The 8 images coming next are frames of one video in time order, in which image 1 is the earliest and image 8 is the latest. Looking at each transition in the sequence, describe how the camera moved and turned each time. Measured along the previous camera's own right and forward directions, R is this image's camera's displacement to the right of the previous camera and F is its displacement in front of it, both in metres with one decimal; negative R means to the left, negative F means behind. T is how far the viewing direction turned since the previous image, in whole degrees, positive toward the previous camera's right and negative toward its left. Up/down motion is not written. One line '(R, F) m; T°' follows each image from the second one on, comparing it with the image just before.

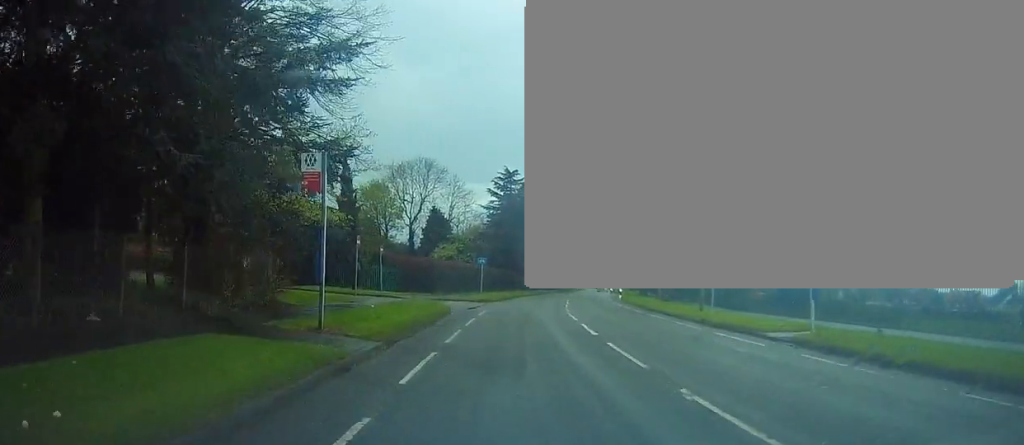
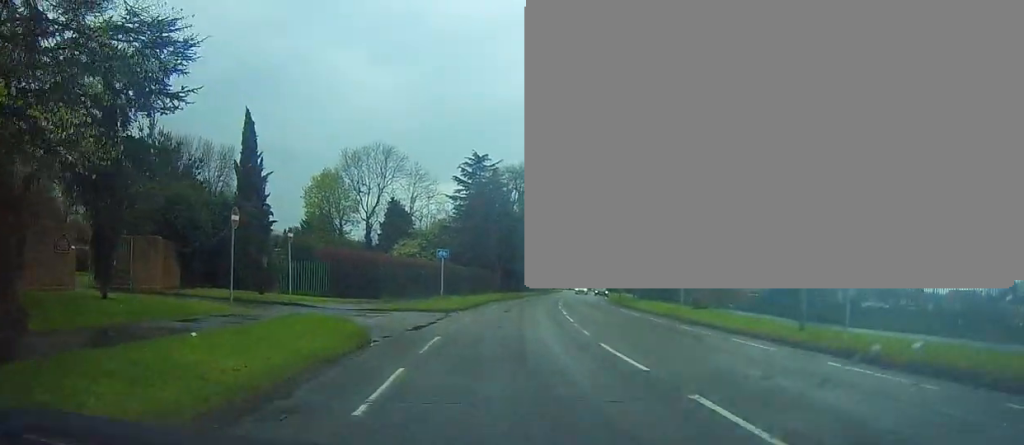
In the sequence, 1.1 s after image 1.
(+0.4, +12.9) m; +4°
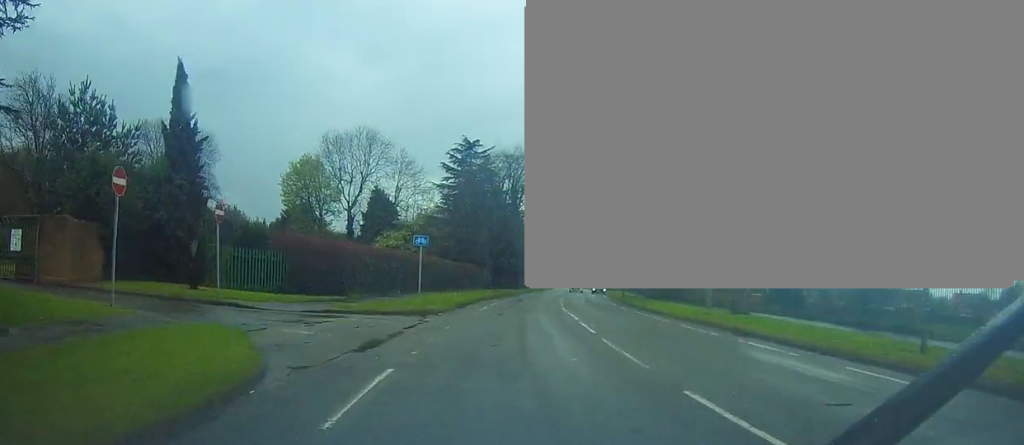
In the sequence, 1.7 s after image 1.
(+0.1, +6.5) m; +1°
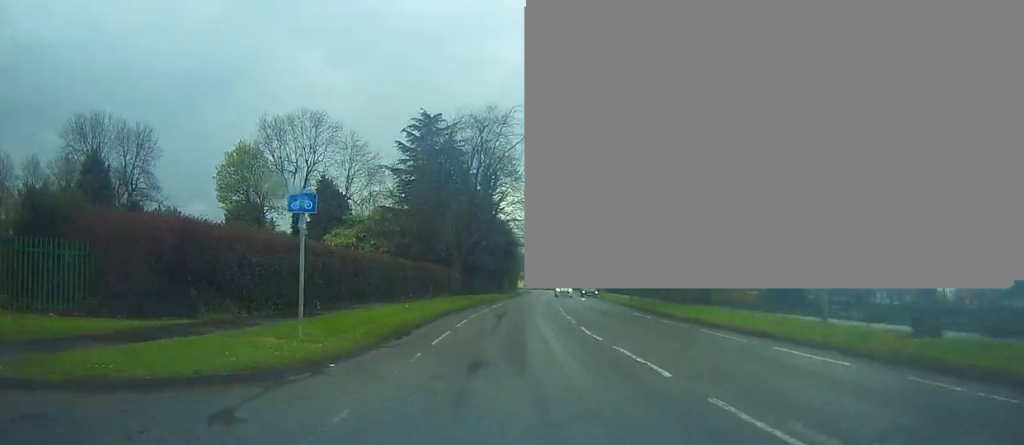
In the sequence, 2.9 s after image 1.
(0.0, +13.7) m; +1°
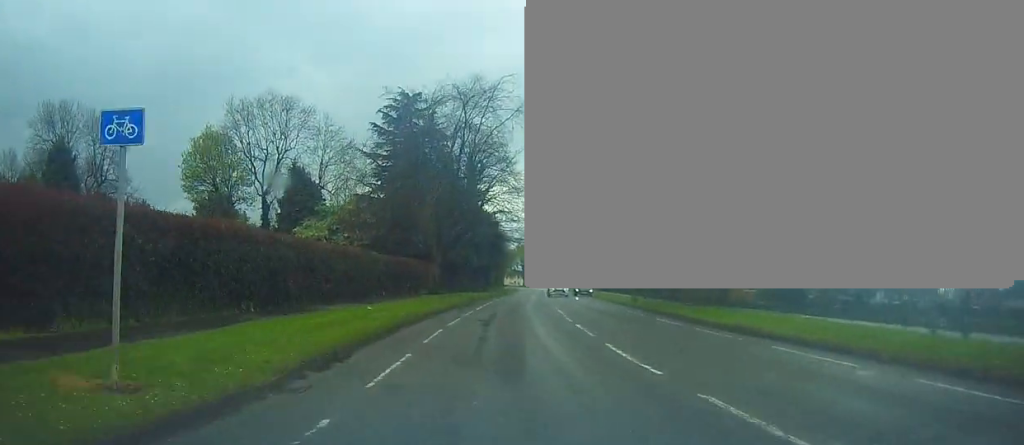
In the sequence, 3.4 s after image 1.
(-0.1, +6.1) m; +2°
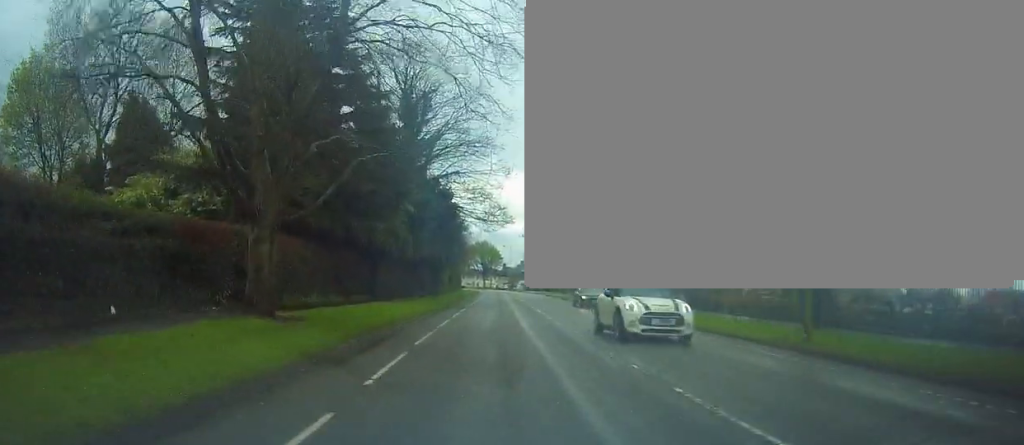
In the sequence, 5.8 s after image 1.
(+0.8, +27.2) m; +3°
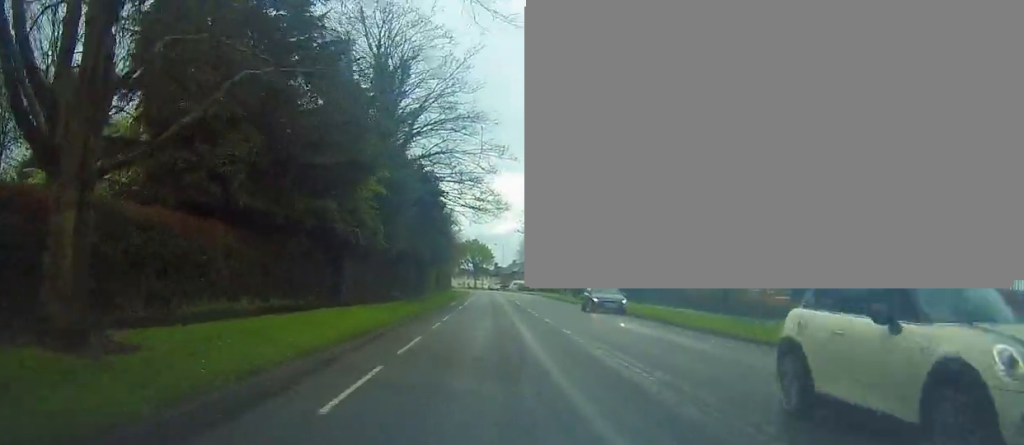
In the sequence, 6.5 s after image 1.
(+0.3, +7.2) m; +1°
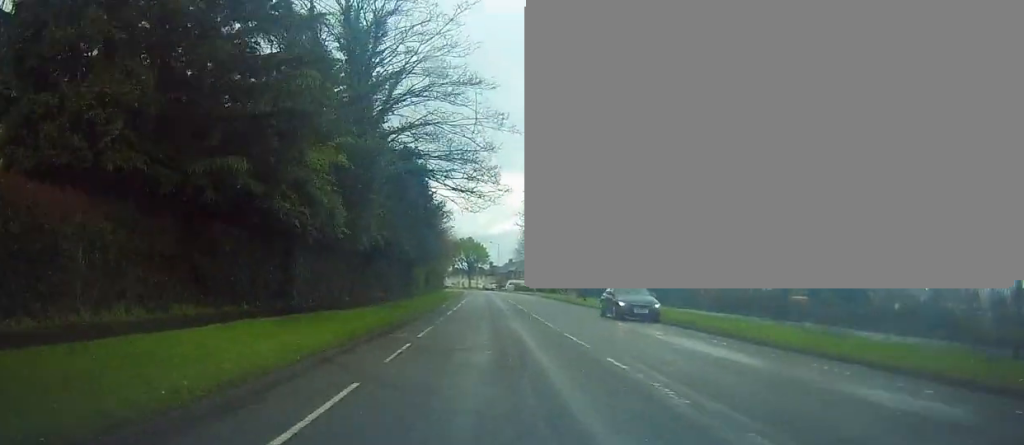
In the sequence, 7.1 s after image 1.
(-0.1, +7.3) m; -1°
